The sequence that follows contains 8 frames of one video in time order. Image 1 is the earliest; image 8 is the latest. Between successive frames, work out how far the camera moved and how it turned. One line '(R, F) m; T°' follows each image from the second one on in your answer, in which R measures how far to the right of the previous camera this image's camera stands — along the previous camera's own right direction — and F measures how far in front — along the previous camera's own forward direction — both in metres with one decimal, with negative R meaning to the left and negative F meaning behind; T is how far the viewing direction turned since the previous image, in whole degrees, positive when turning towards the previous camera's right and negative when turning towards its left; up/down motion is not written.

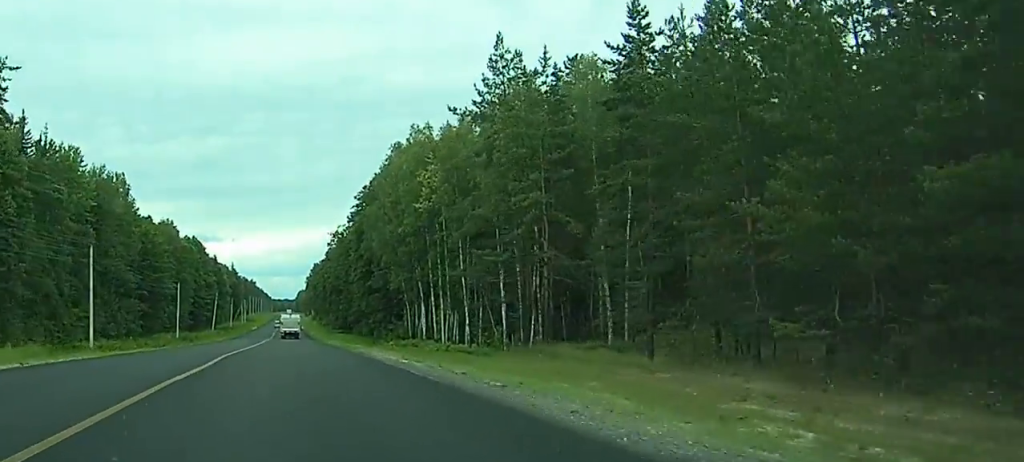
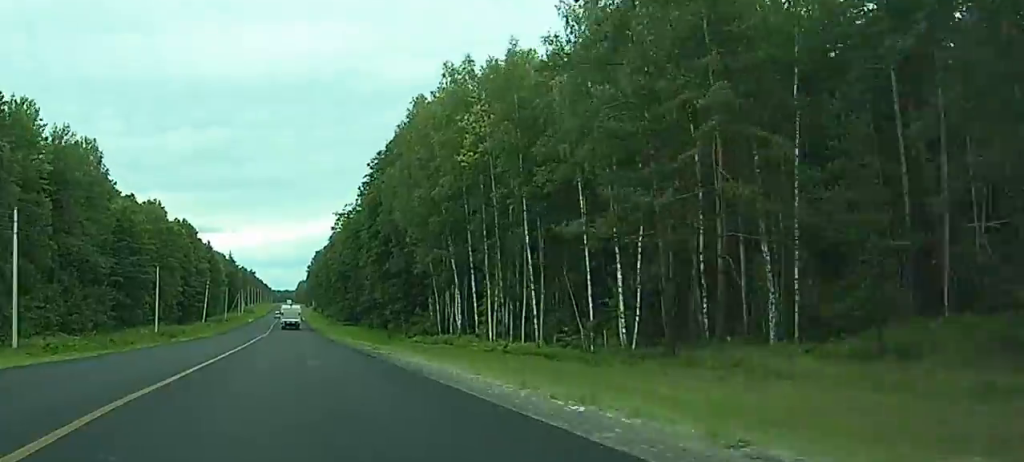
(0.0, +20.3) m; 0°
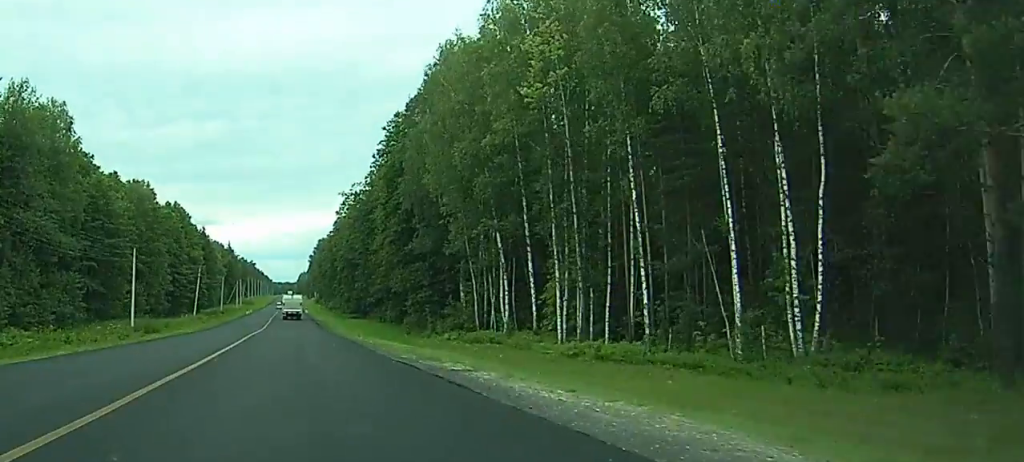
(0.0, +16.9) m; 0°
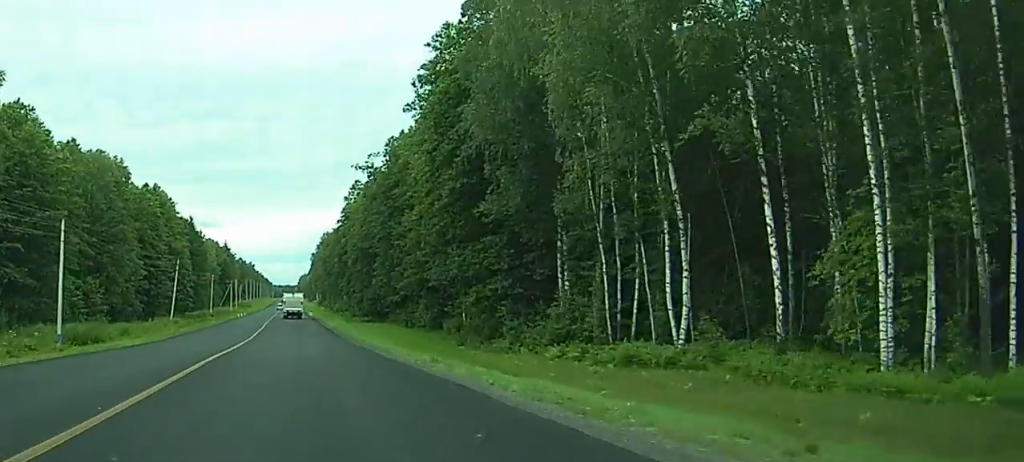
(-0.1, +28.9) m; 0°
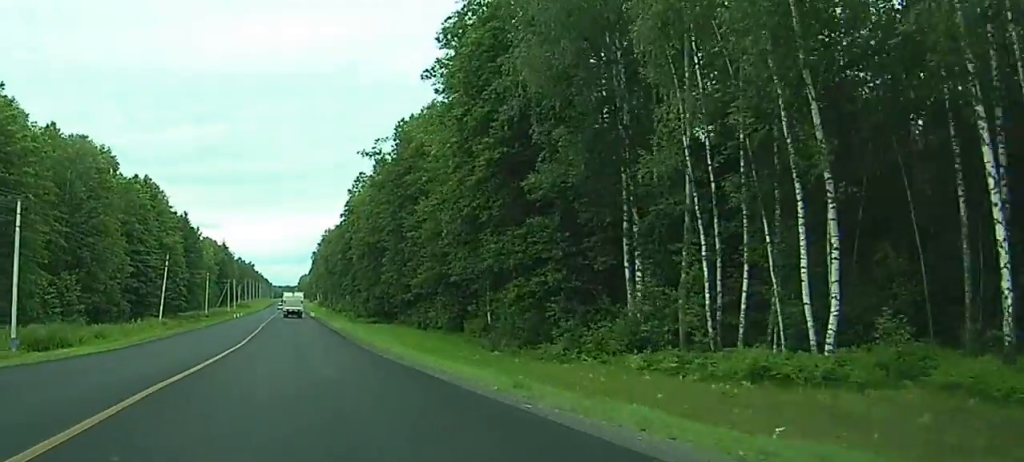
(0.0, +10.2) m; 0°
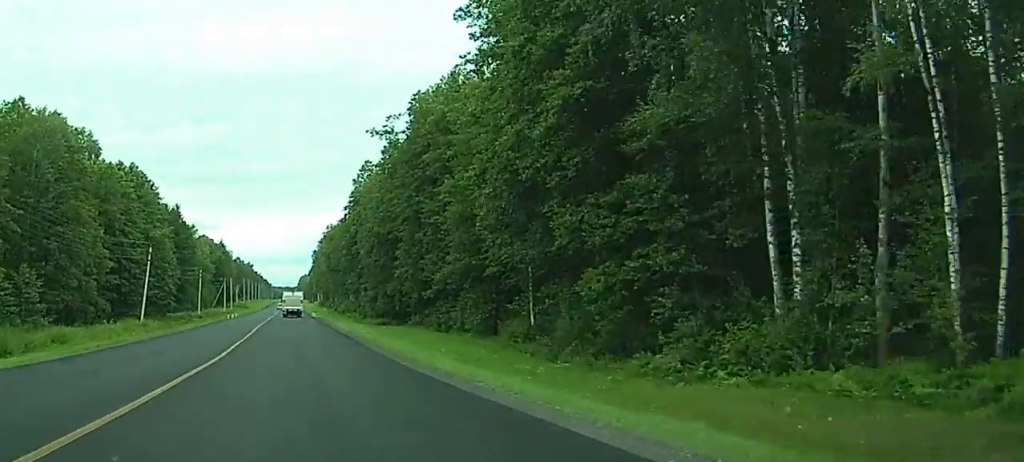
(0.0, +12.8) m; 0°
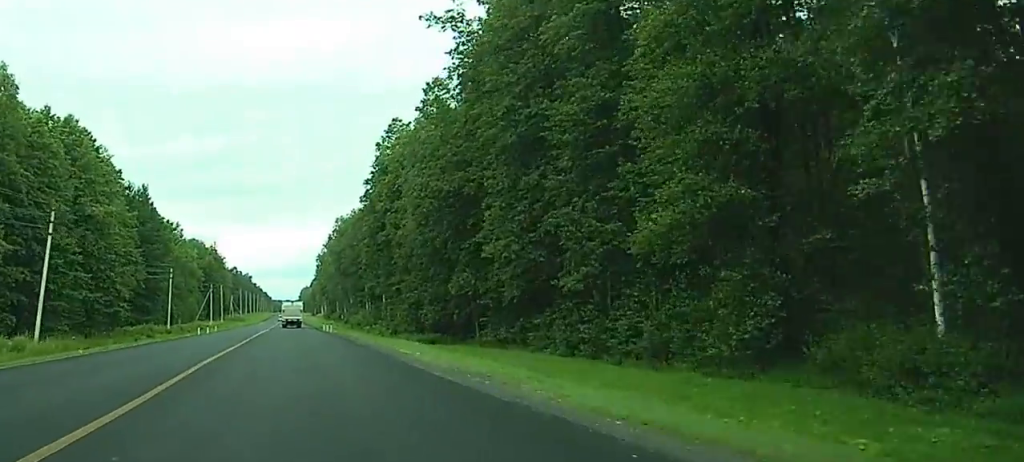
(0.0, +38.9) m; 0°
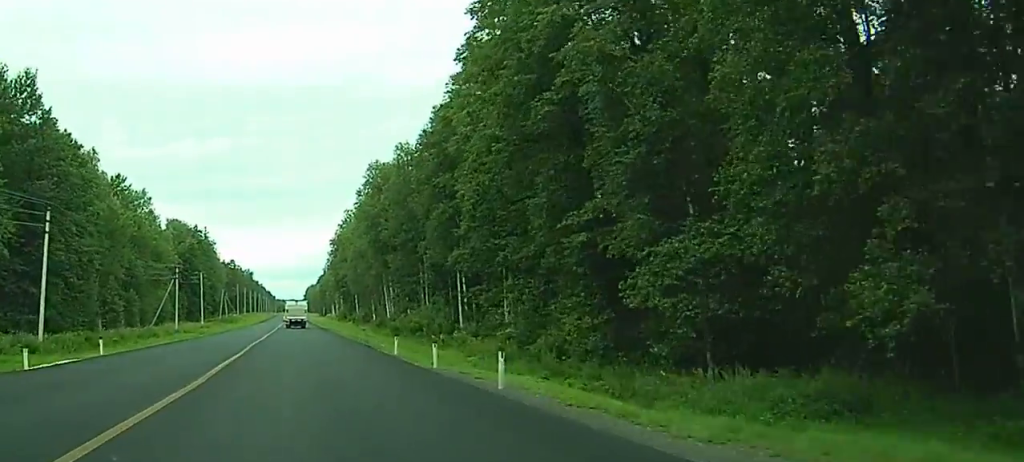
(+0.1, +60.5) m; 0°
